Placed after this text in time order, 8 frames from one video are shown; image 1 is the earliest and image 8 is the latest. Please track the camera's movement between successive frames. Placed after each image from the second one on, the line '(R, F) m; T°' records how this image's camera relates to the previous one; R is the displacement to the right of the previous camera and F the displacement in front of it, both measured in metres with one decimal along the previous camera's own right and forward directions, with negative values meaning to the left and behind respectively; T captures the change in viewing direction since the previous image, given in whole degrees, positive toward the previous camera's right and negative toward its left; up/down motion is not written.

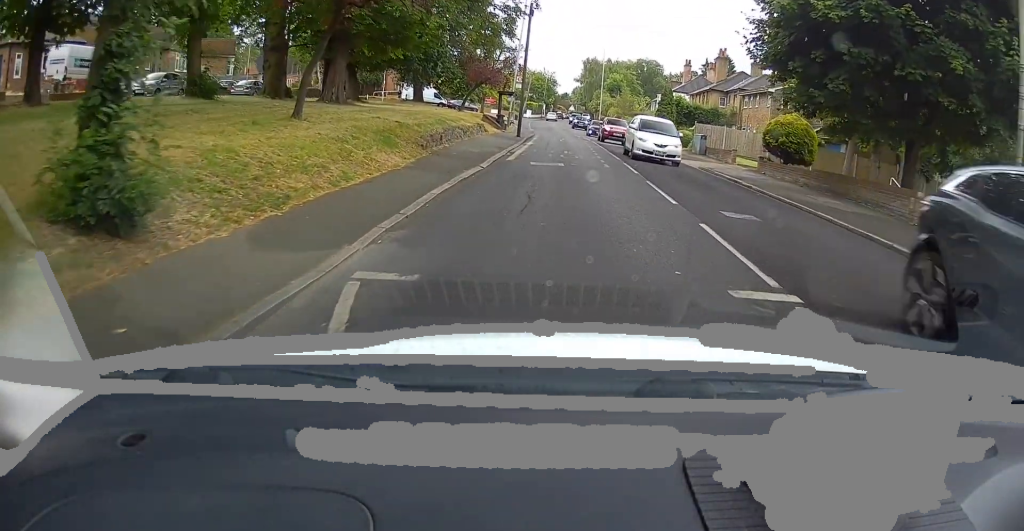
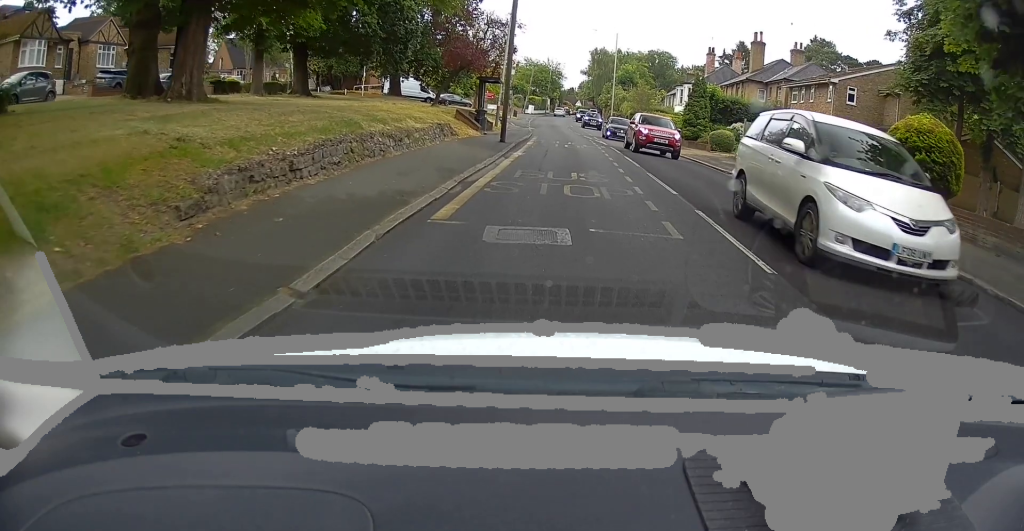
(0.0, +11.6) m; 0°
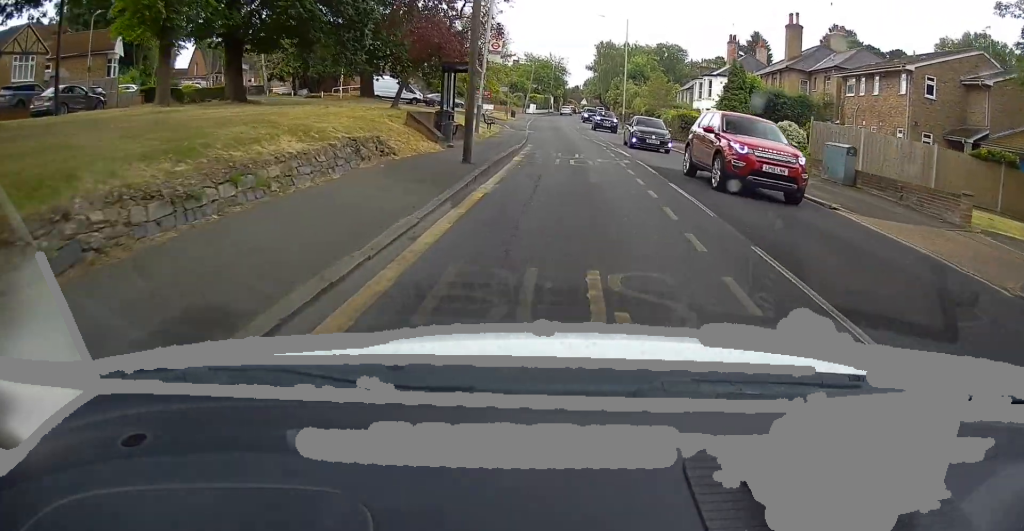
(0.0, +9.4) m; -1°
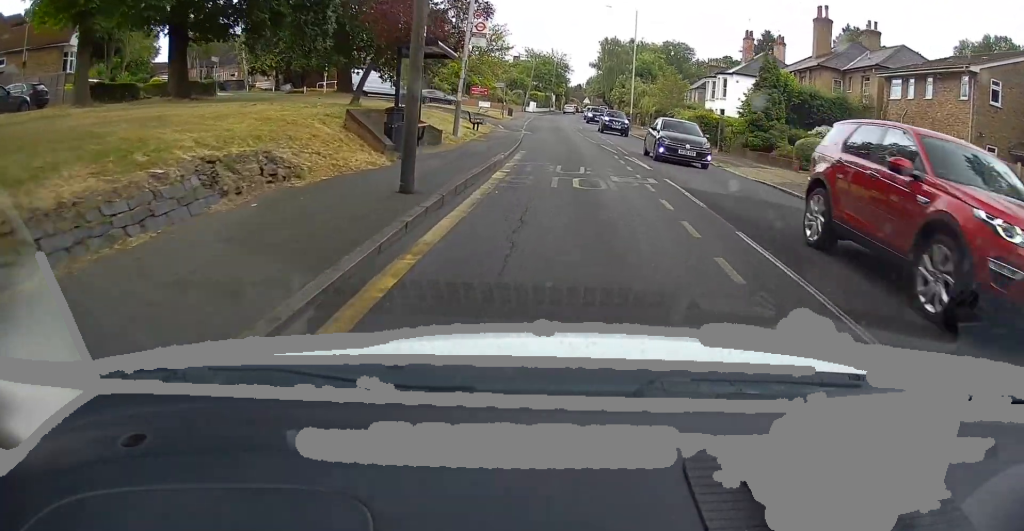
(-0.2, +5.5) m; 0°
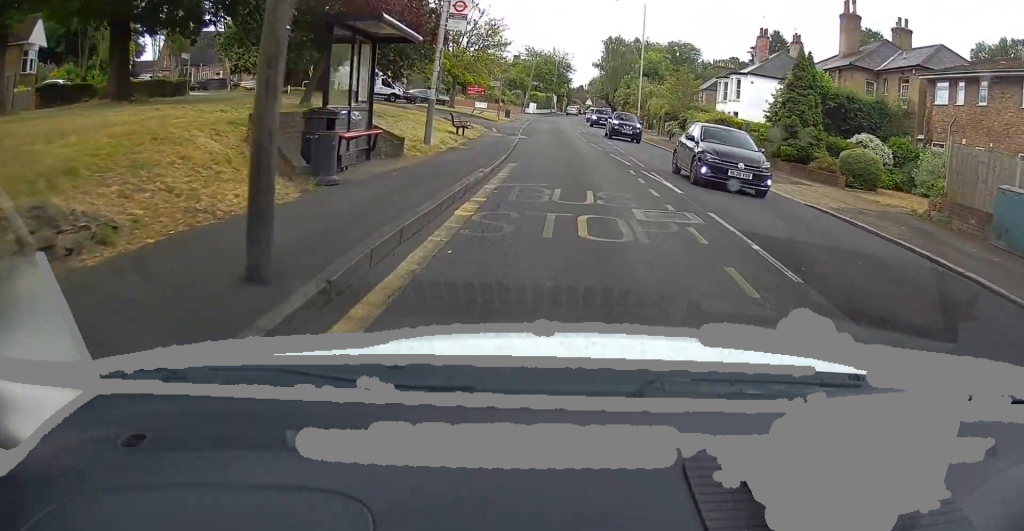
(+0.1, +4.6) m; 0°
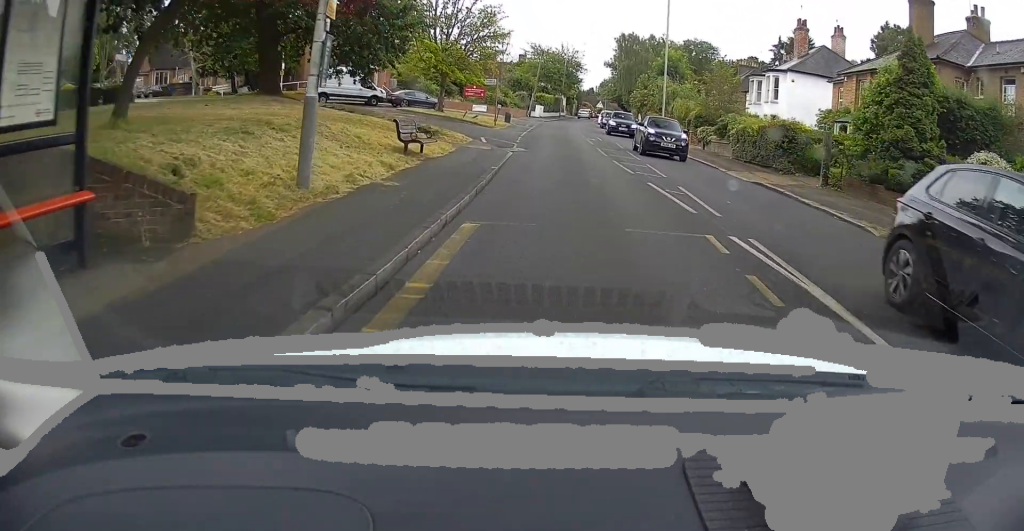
(+0.2, +8.7) m; 0°
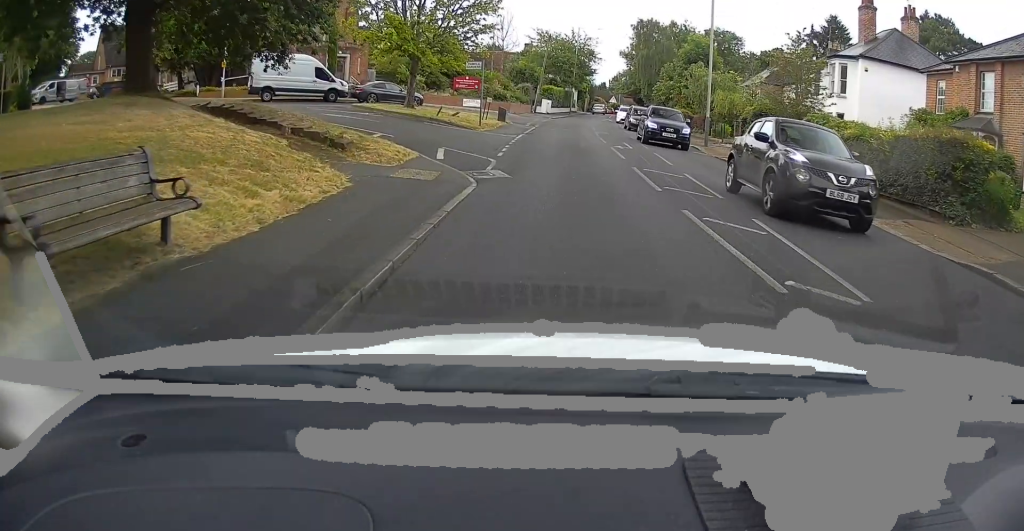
(-0.3, +11.2) m; -2°
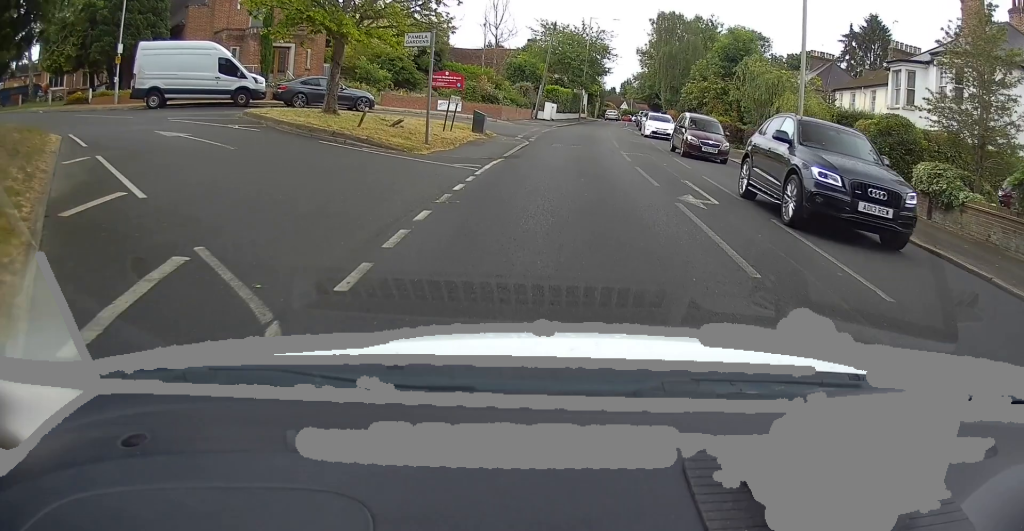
(0.0, +11.8) m; +1°
